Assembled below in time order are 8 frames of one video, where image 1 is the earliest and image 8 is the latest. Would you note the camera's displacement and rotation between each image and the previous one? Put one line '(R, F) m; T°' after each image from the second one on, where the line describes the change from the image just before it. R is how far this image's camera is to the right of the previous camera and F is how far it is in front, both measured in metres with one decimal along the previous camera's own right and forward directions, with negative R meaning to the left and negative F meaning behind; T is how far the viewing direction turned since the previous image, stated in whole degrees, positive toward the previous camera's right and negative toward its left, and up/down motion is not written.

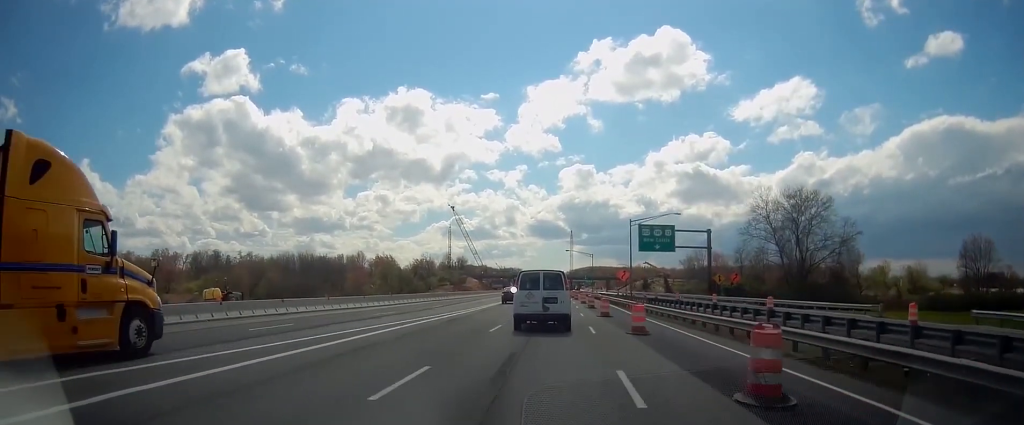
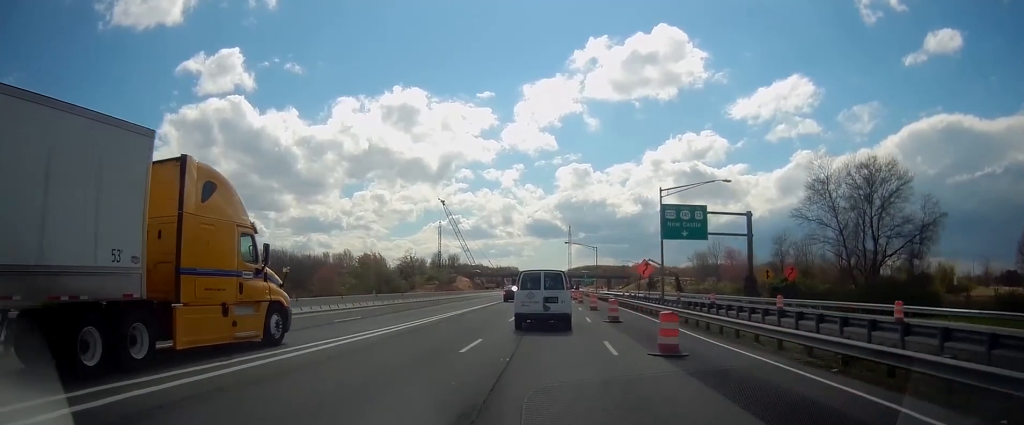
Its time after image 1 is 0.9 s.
(0.0, +18.9) m; -1°
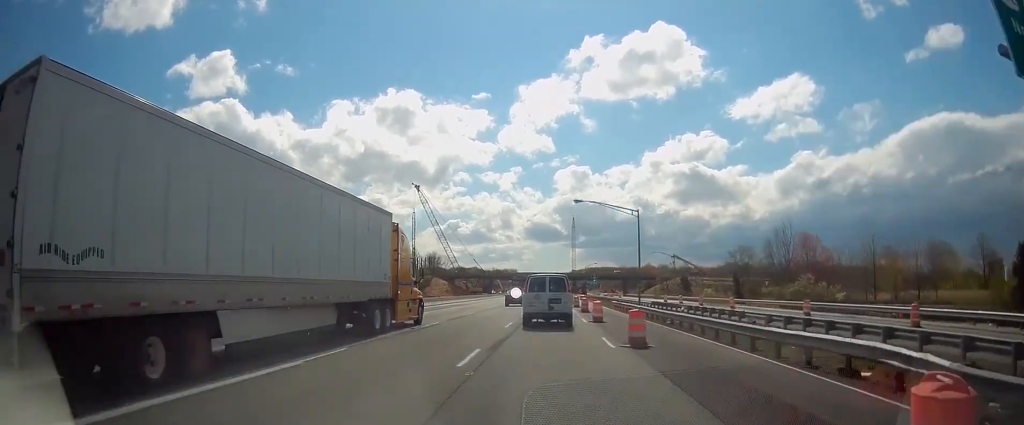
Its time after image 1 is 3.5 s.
(+0.1, +50.0) m; 0°
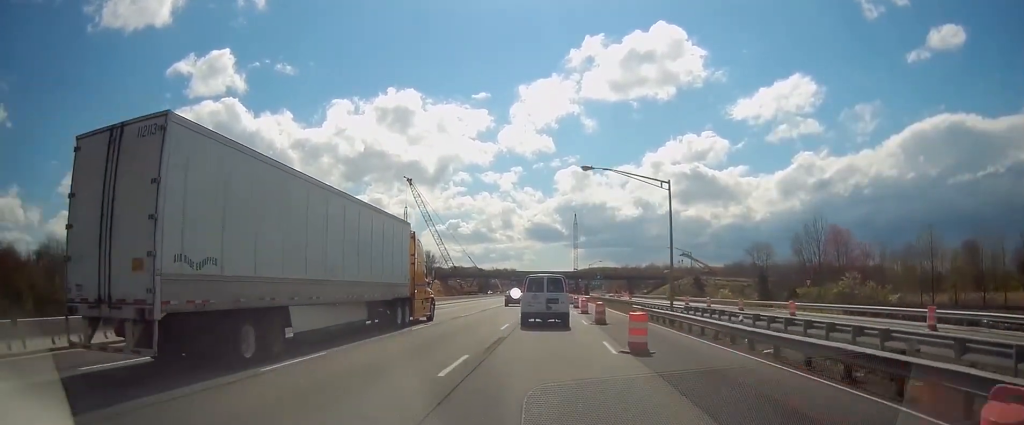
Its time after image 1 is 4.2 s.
(0.0, +13.1) m; 0°
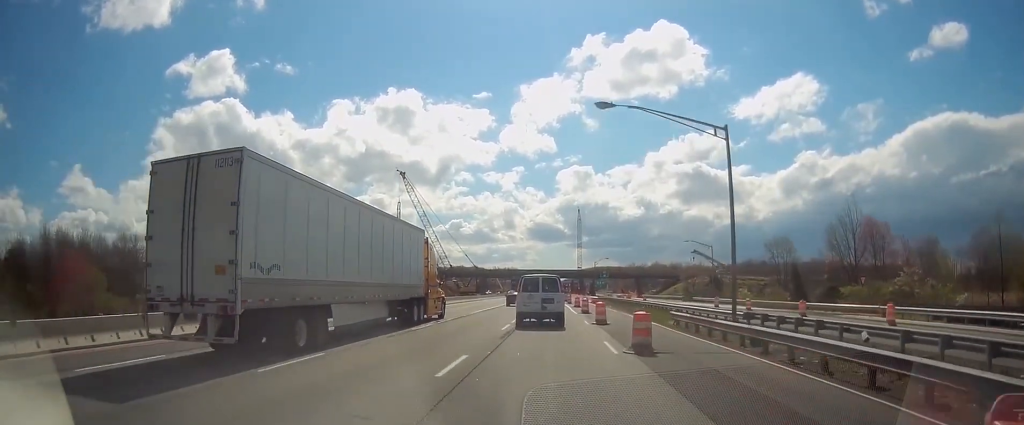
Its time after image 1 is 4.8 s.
(-0.1, +12.4) m; 0°
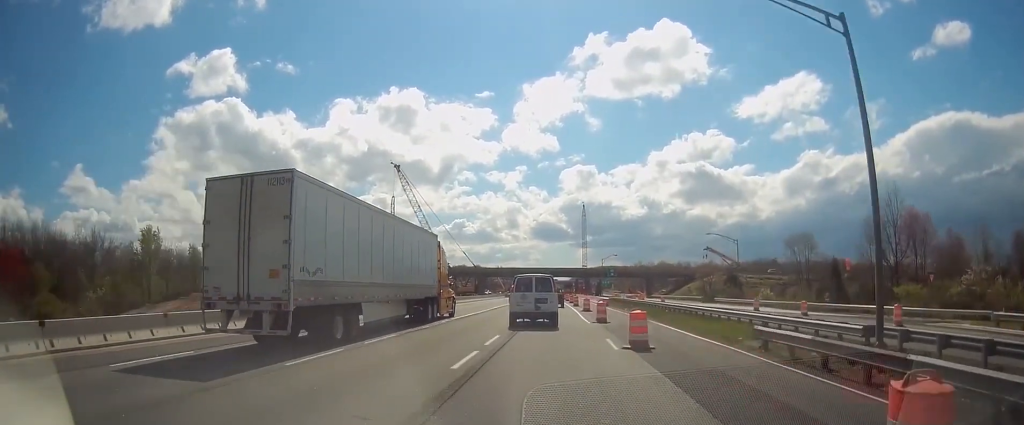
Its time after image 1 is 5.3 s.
(0.0, +10.9) m; 0°
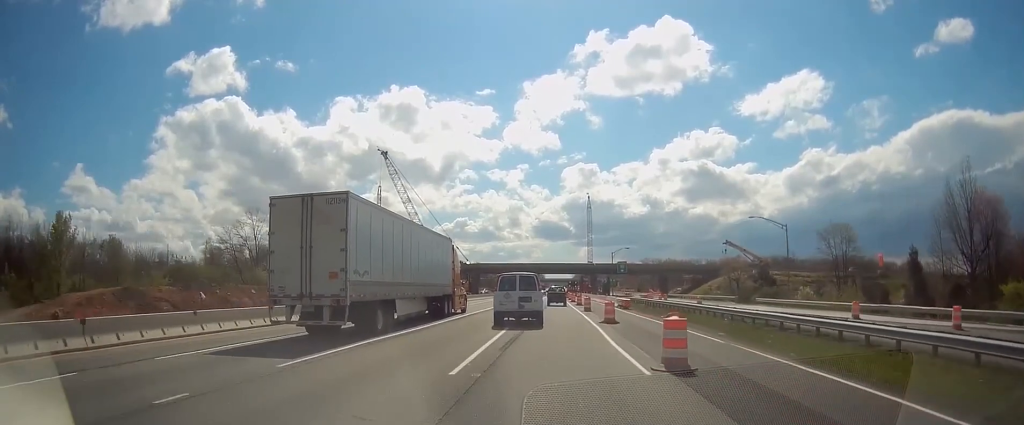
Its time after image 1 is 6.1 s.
(0.0, +16.2) m; 0°
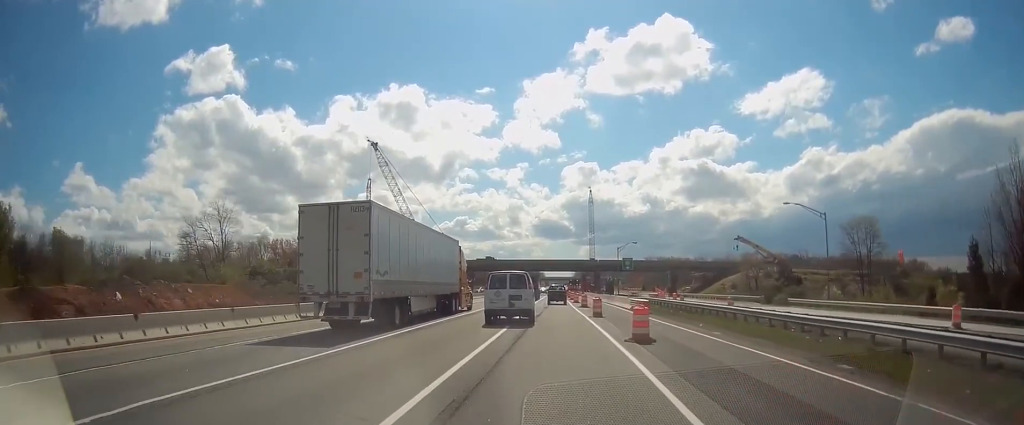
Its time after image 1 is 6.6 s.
(-0.1, +10.0) m; 0°
